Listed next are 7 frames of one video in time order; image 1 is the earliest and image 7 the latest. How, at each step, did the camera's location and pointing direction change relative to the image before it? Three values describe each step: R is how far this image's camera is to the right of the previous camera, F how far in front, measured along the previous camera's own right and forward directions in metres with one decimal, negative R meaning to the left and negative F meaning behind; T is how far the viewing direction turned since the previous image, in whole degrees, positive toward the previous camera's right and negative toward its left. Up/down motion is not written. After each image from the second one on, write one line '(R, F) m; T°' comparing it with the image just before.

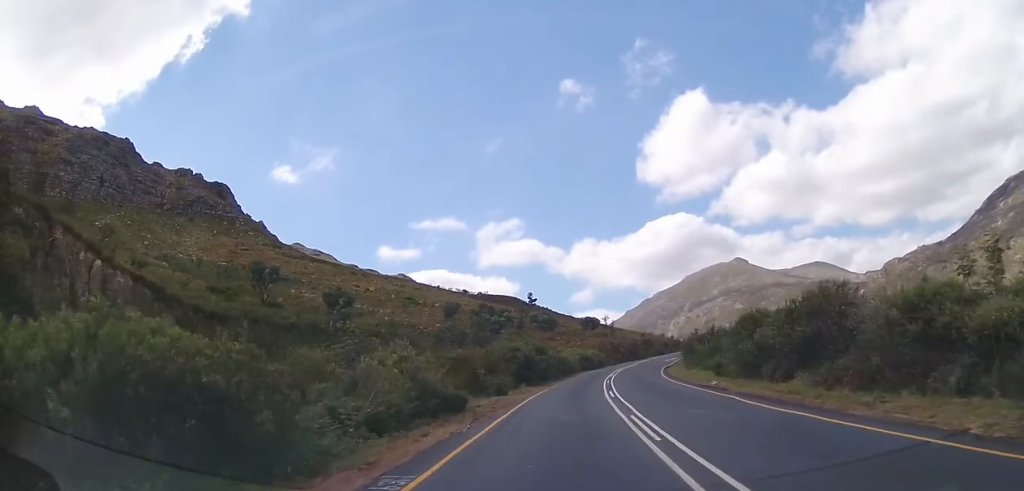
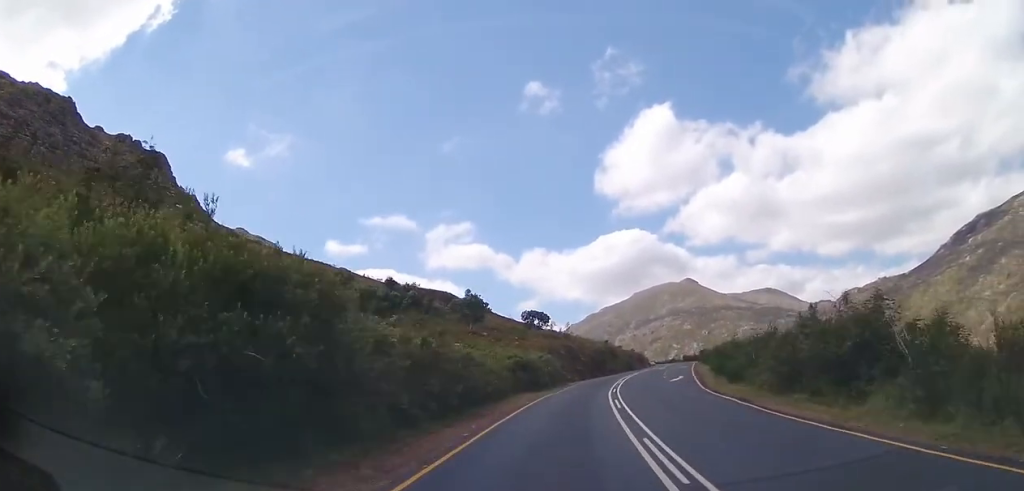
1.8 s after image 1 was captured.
(+2.4, +39.5) m; +7°
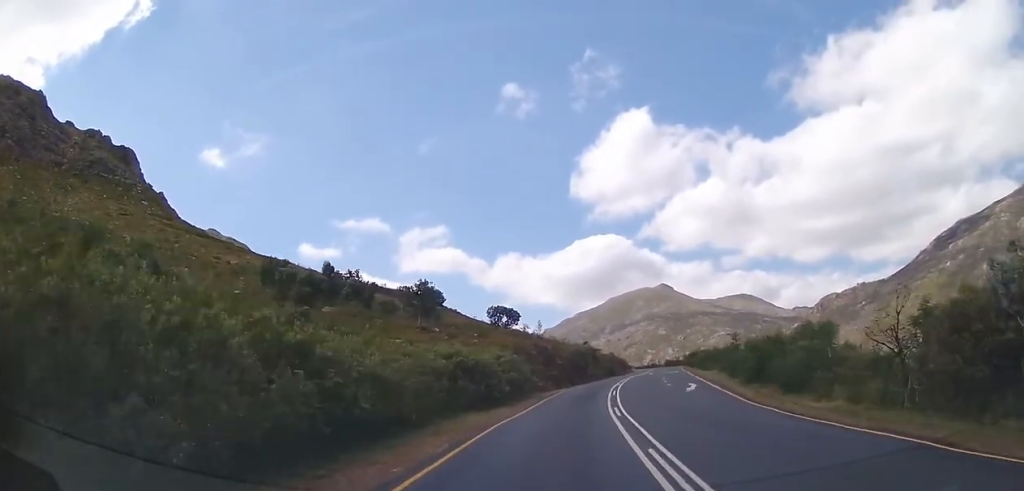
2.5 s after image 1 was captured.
(+0.5, +14.1) m; +2°
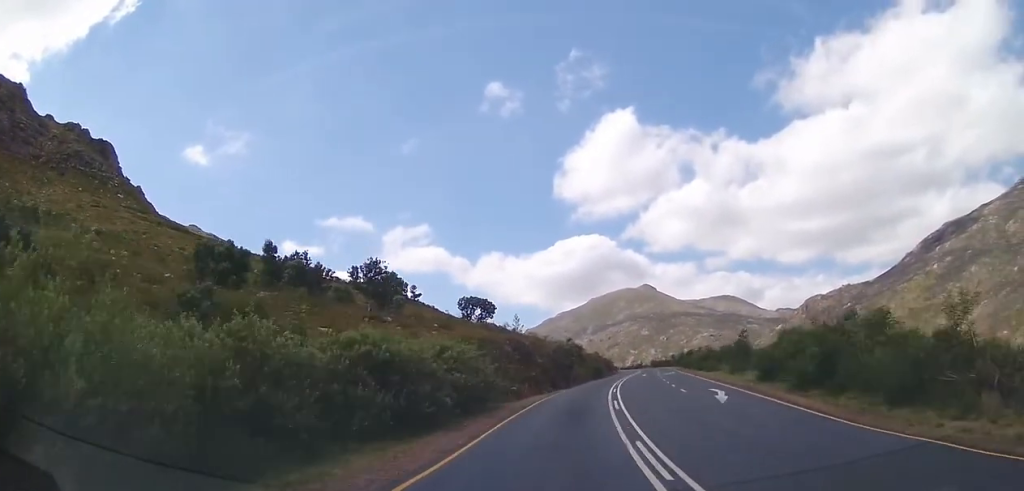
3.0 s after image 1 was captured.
(0.0, +10.4) m; +1°
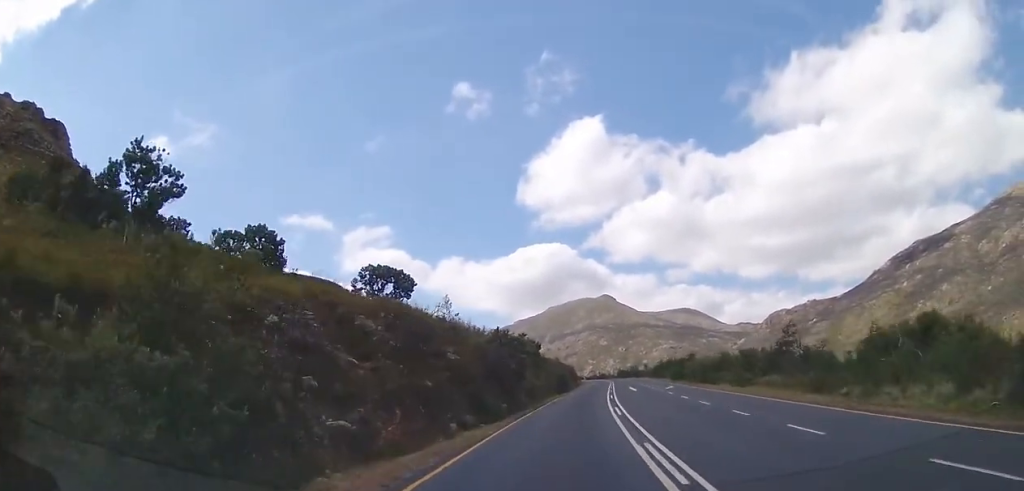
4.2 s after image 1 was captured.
(+0.4, +25.3) m; +4°
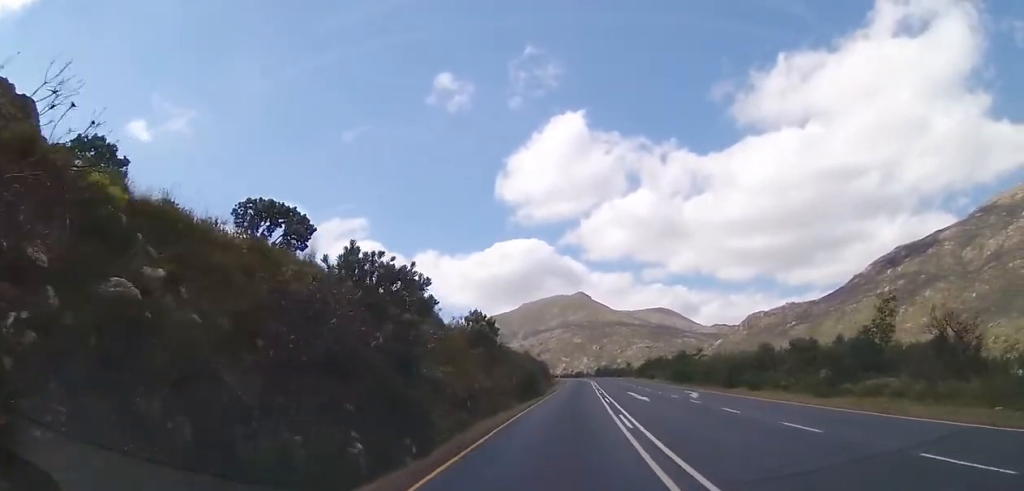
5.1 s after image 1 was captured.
(+0.7, +18.2) m; +4°
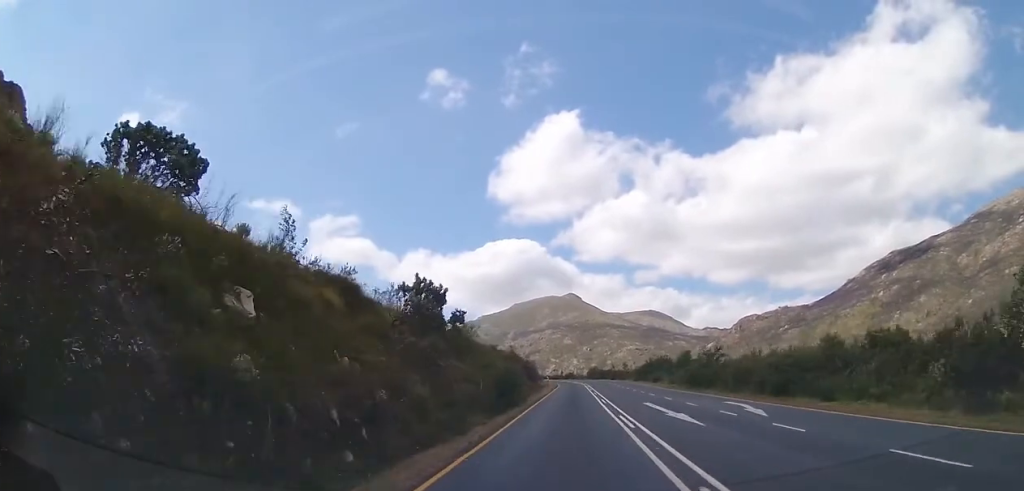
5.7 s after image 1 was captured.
(+0.2, +11.5) m; +2°
